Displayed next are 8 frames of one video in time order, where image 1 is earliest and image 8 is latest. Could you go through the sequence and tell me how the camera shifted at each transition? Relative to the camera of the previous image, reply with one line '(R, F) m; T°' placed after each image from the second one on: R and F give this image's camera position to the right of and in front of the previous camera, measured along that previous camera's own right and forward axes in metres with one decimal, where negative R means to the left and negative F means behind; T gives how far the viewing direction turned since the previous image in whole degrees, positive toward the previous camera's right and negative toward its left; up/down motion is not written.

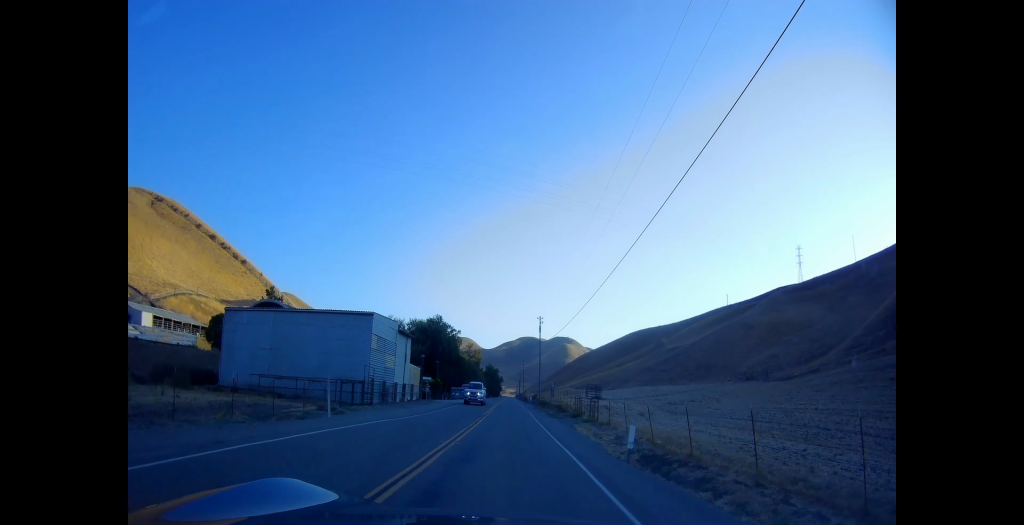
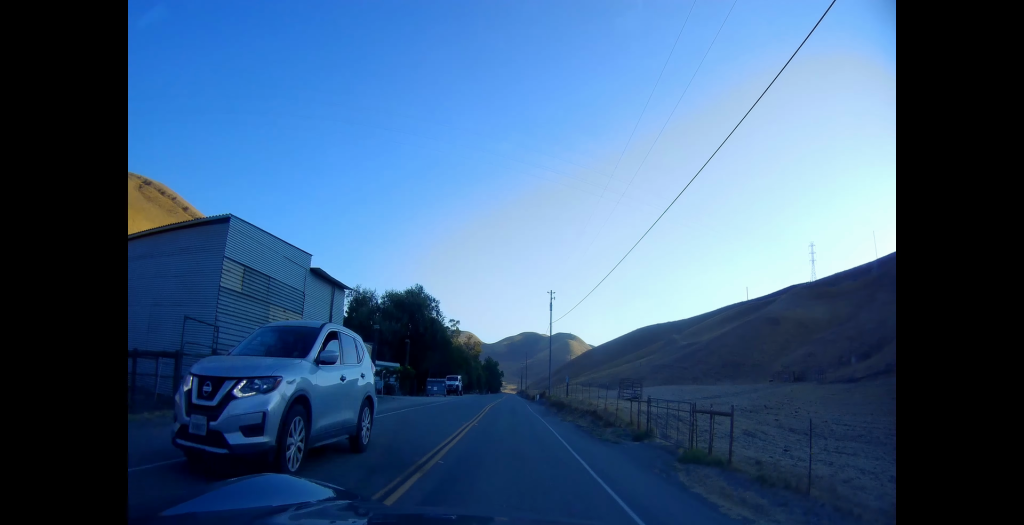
(0.0, +19.3) m; -1°
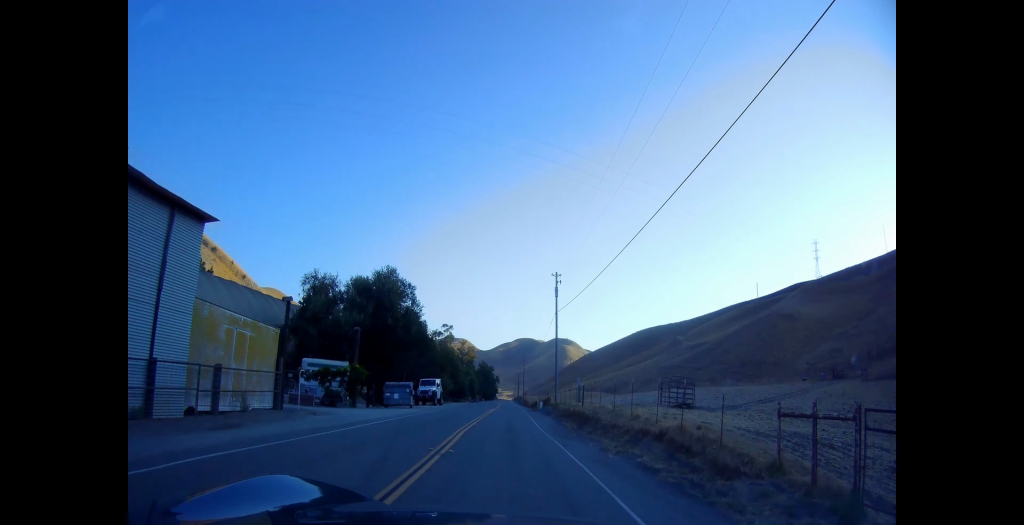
(-0.6, +13.9) m; -1°
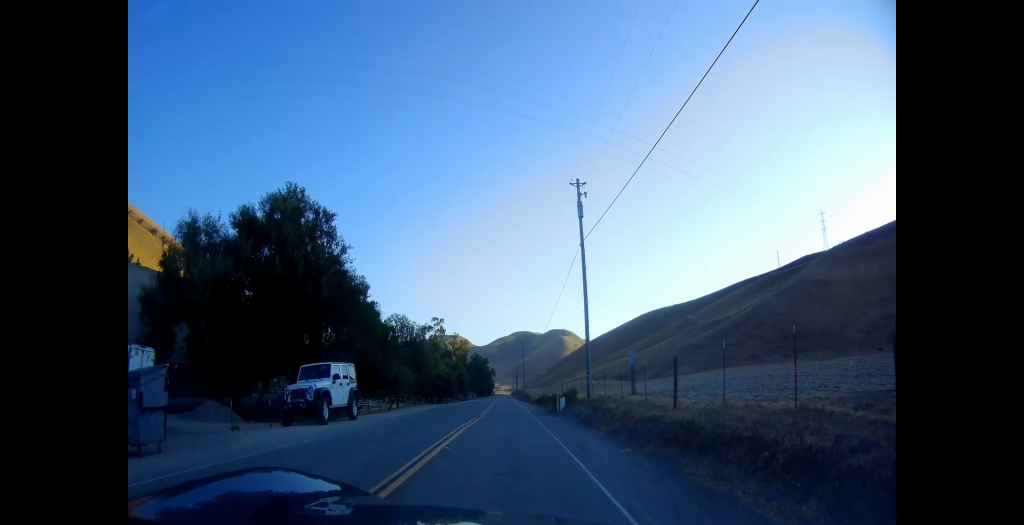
(+0.3, +23.1) m; +1°
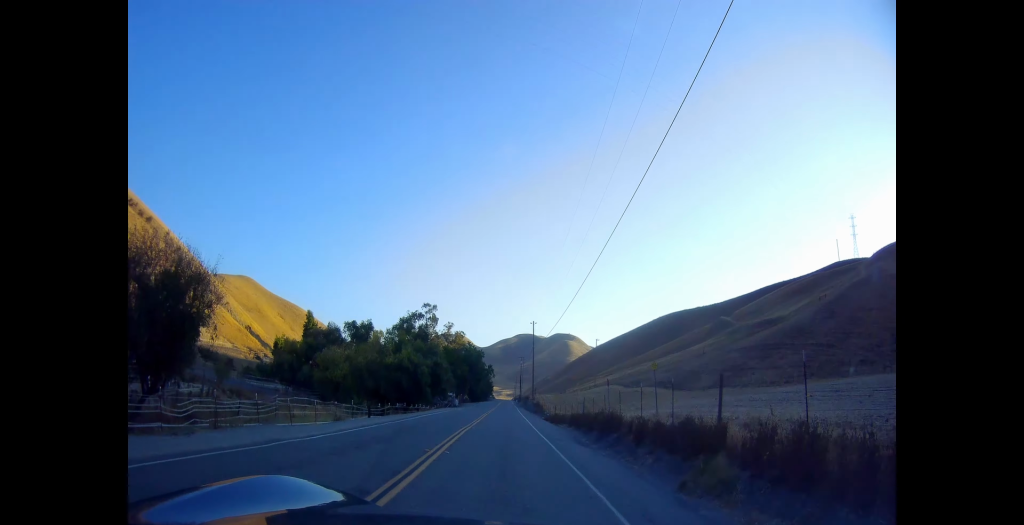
(+0.6, +38.2) m; 0°
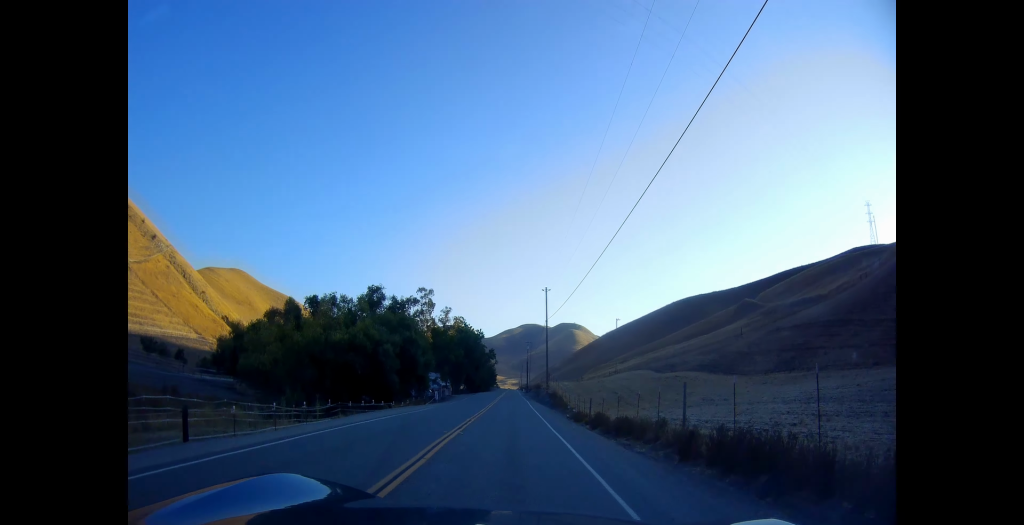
(-0.4, +21.6) m; -1°
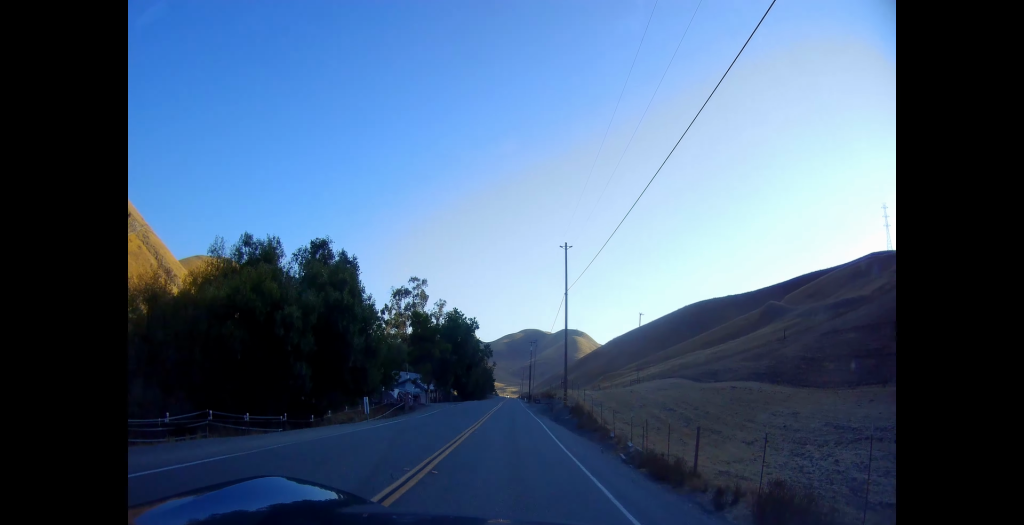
(-0.2, +20.7) m; 0°
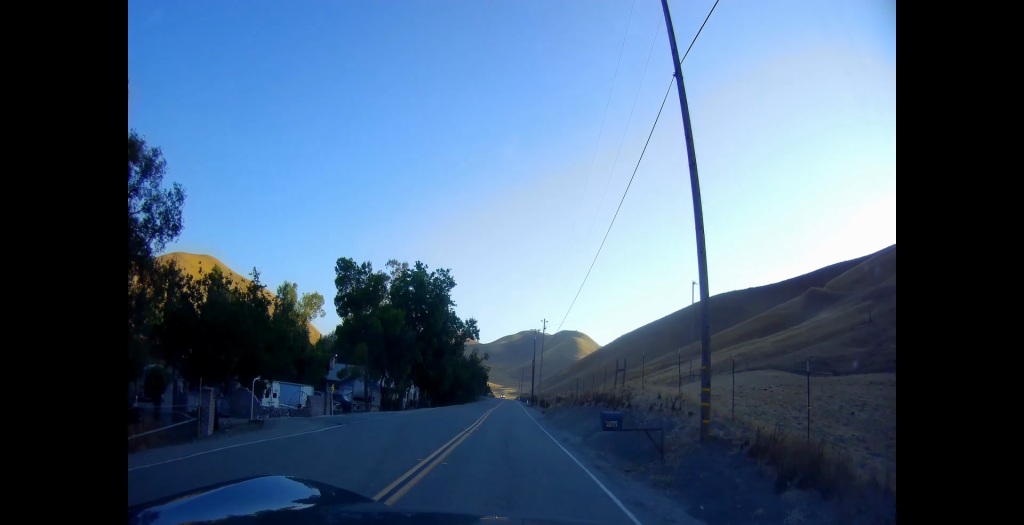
(+0.7, +31.2) m; 0°
